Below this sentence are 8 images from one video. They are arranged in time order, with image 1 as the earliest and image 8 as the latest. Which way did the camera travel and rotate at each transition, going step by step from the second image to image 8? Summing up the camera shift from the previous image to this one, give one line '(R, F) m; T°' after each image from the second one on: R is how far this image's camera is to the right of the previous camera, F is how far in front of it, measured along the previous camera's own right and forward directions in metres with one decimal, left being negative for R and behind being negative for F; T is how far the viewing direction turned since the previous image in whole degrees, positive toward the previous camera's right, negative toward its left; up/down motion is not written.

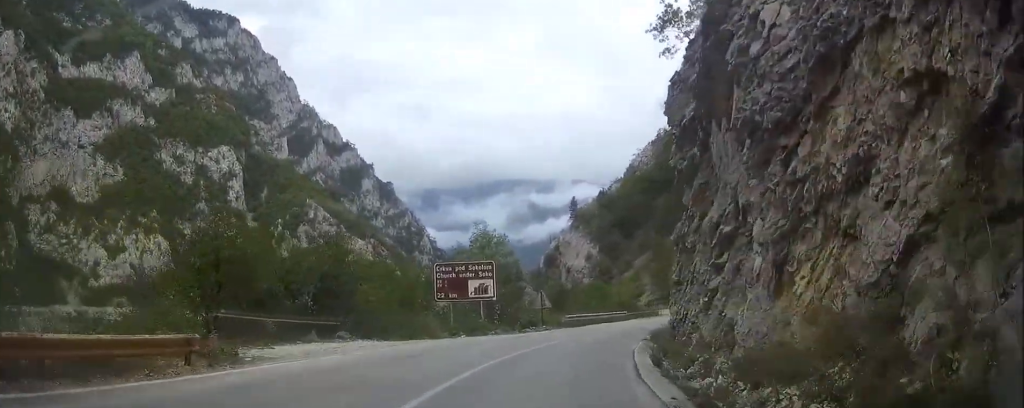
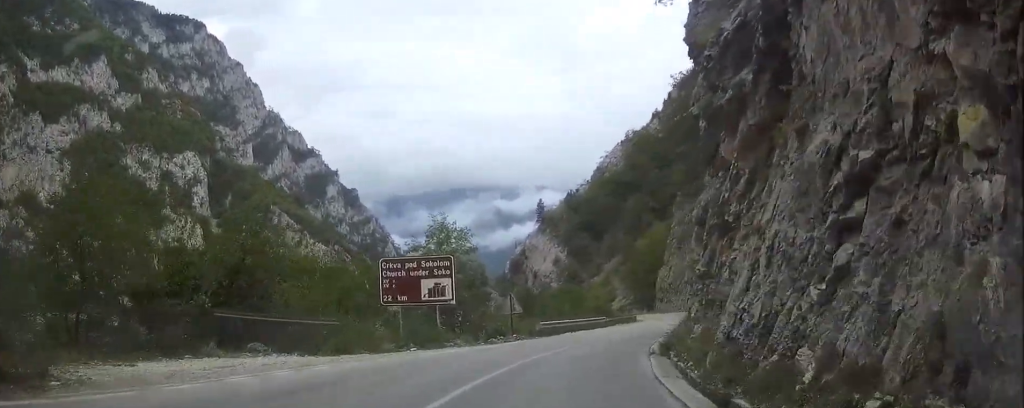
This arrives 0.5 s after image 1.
(+0.3, +6.3) m; +4°
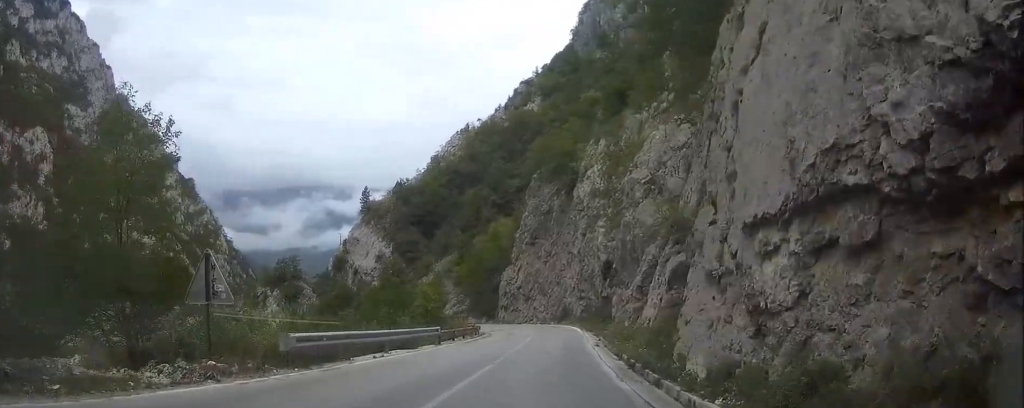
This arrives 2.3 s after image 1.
(+2.6, +18.7) m; +15°
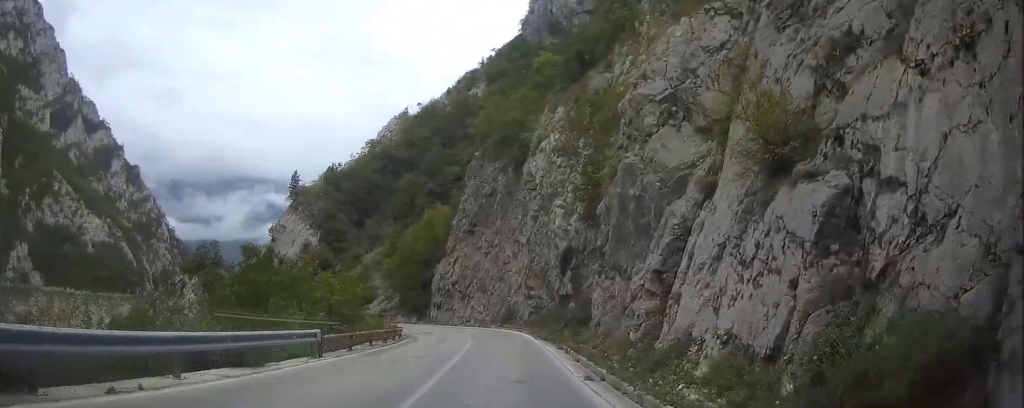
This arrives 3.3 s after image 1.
(+0.7, +10.2) m; +5°
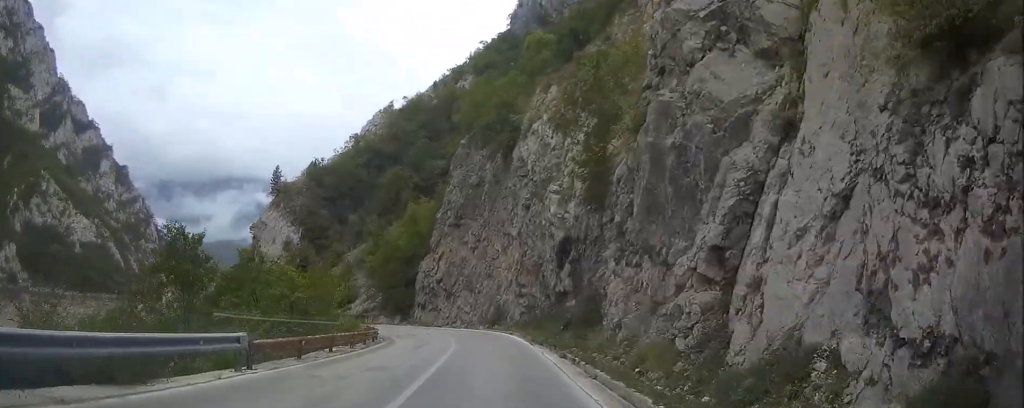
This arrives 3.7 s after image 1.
(+0.1, +4.4) m; +1°
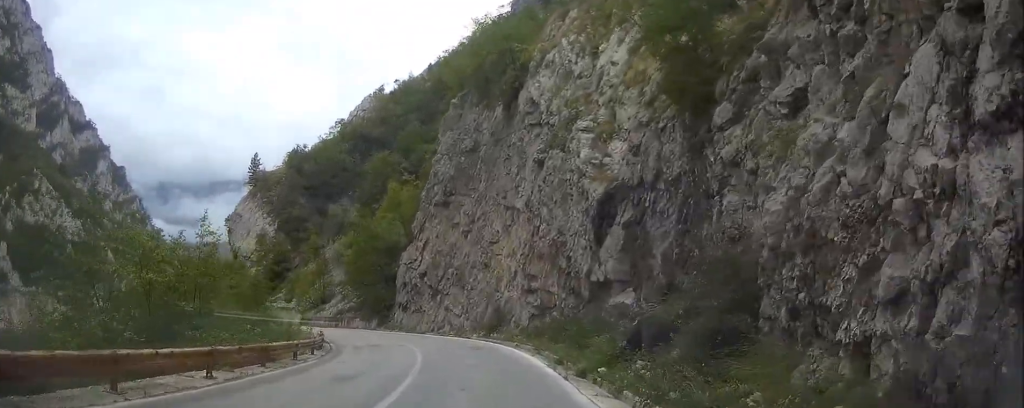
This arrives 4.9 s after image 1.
(0.0, +12.3) m; 0°
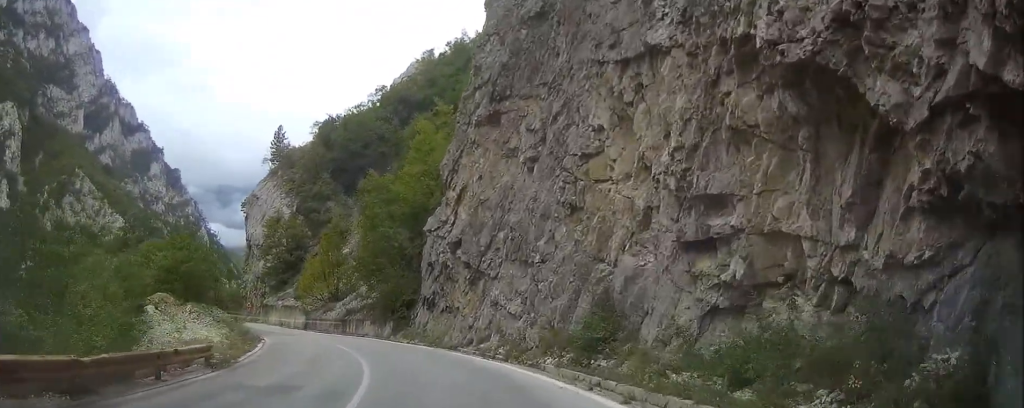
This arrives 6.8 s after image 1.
(-0.1, +22.1) m; -5°
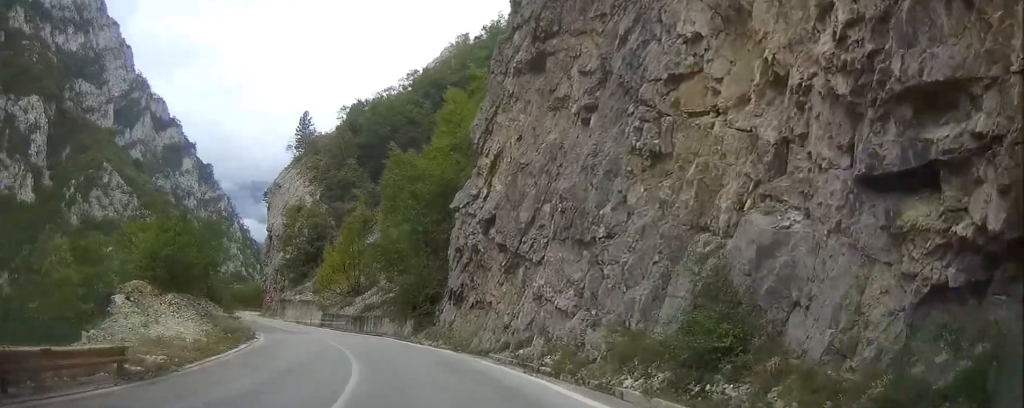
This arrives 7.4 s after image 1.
(-0.5, +6.1) m; -3°
